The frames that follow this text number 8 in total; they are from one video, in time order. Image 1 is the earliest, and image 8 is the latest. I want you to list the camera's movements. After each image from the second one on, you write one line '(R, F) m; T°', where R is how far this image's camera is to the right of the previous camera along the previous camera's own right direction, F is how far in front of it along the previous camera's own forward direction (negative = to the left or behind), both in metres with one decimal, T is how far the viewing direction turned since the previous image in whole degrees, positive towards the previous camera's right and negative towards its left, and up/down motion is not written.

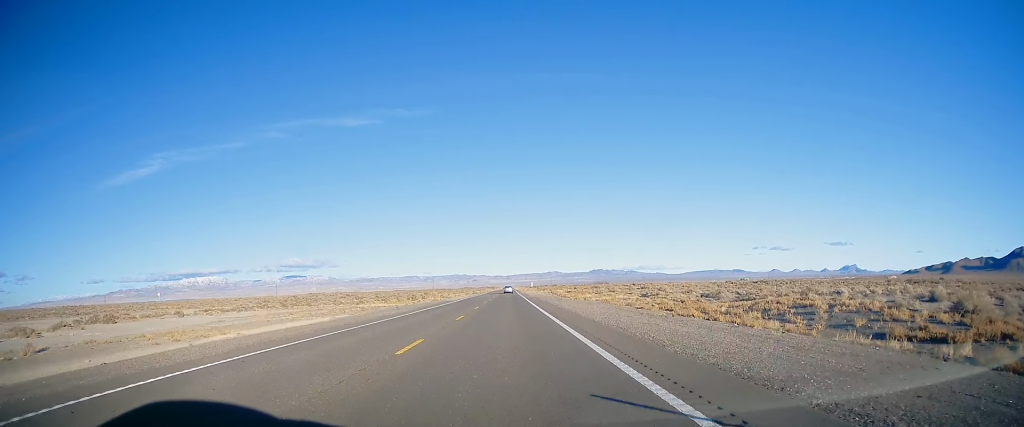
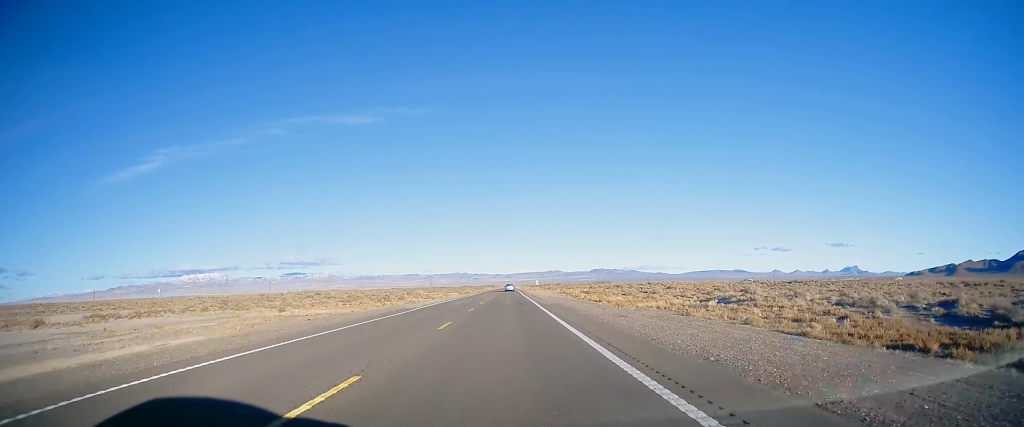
(+0.2, +30.1) m; 0°
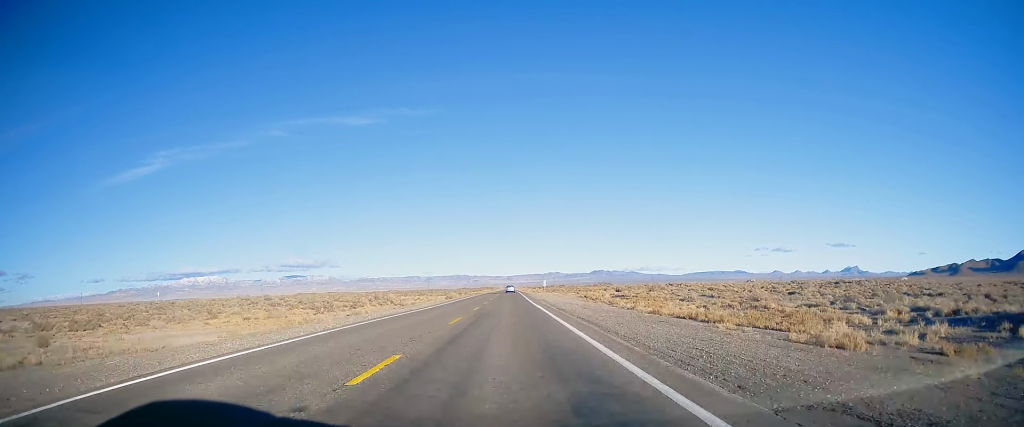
(-0.3, +33.5) m; 0°
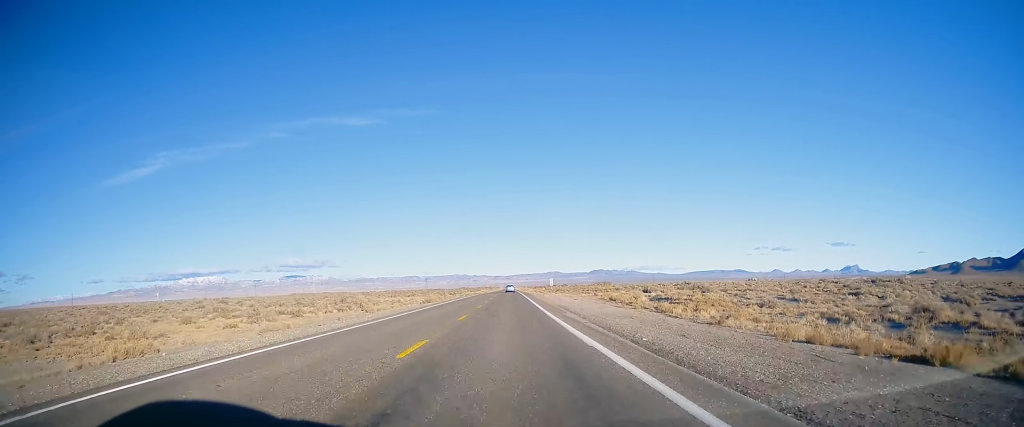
(0.0, +21.2) m; 0°
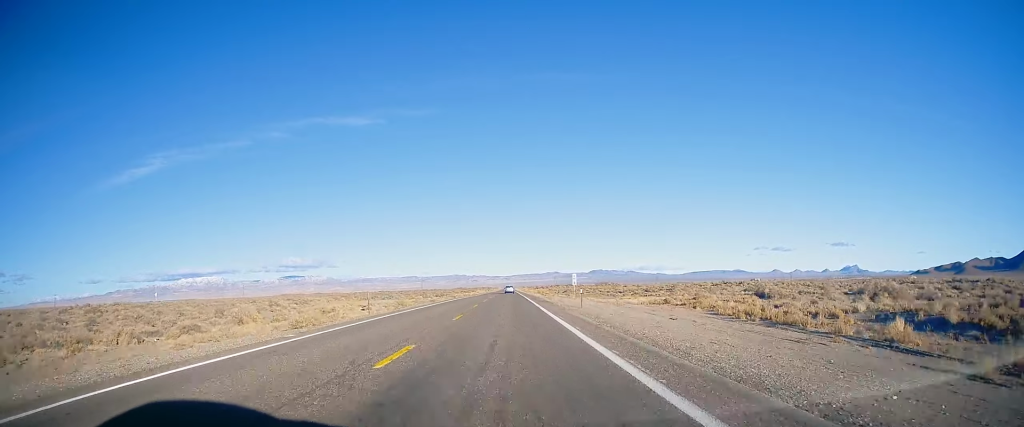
(+0.1, +37.9) m; 0°
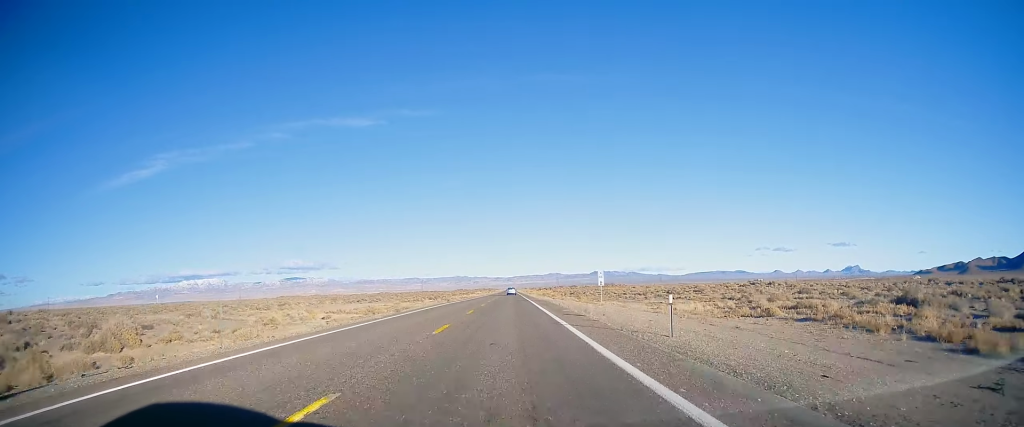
(-0.2, +17.8) m; 0°
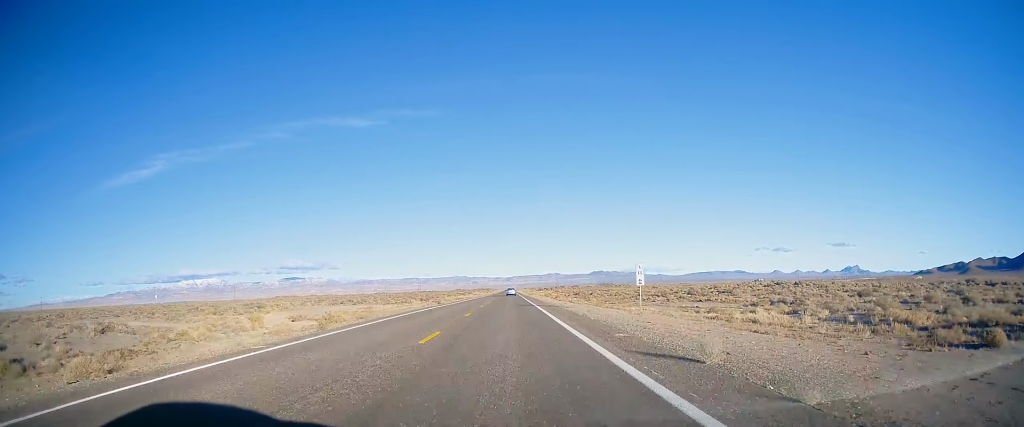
(+0.2, +14.3) m; 0°
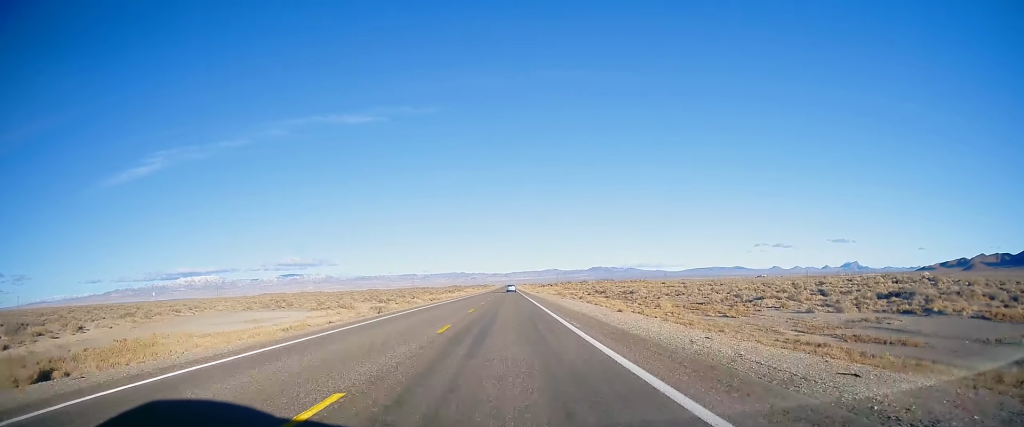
(+0.3, +46.4) m; 0°
